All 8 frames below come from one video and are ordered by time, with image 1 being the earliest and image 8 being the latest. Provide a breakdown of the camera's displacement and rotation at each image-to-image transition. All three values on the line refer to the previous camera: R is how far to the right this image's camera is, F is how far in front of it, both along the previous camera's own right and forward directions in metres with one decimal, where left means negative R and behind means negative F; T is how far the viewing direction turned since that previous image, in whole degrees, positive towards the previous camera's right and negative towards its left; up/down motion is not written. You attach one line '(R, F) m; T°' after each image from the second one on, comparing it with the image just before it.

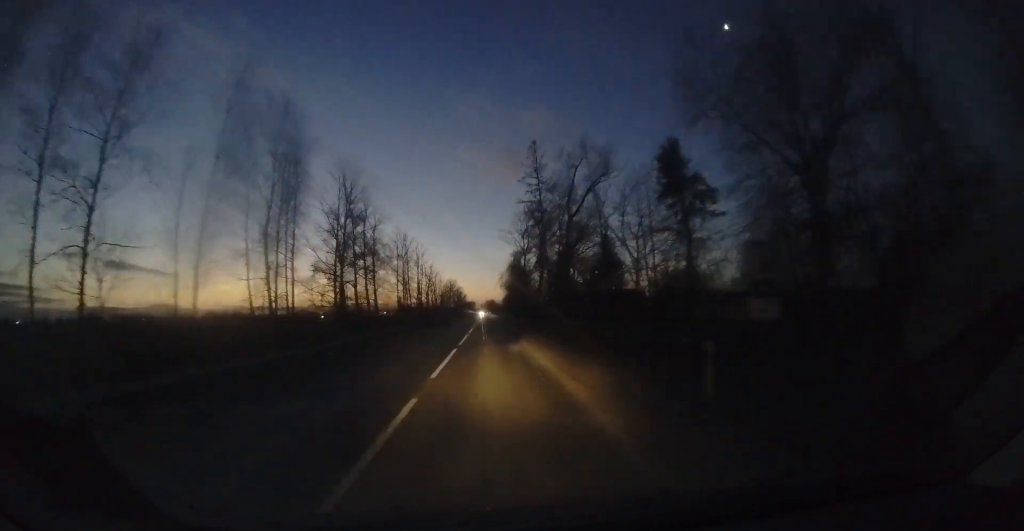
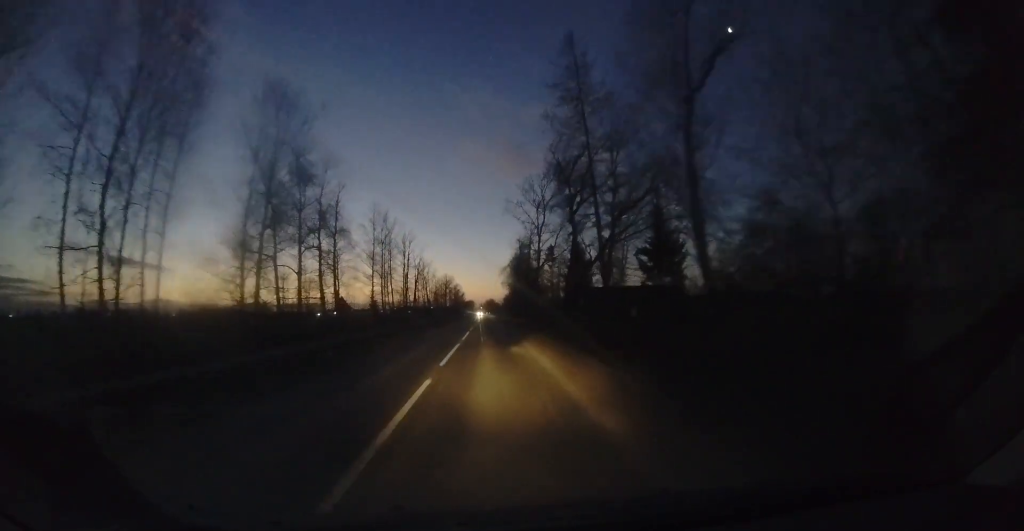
(+0.1, +14.7) m; 0°
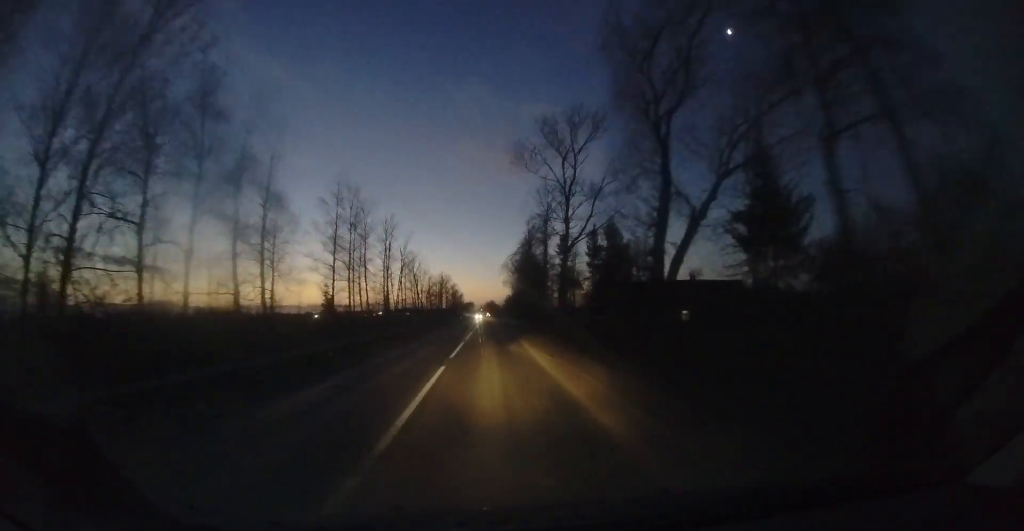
(+0.1, +13.9) m; 0°
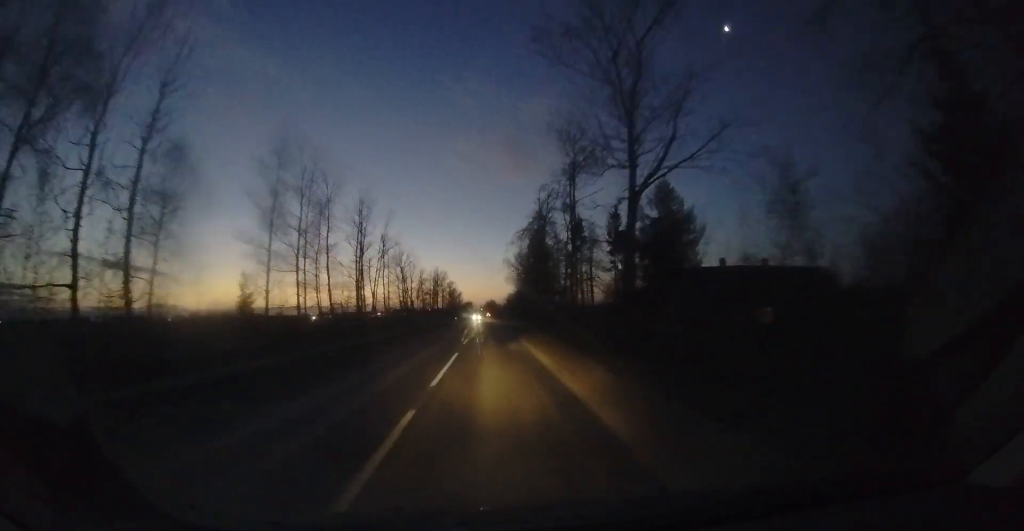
(0.0, +11.8) m; +1°
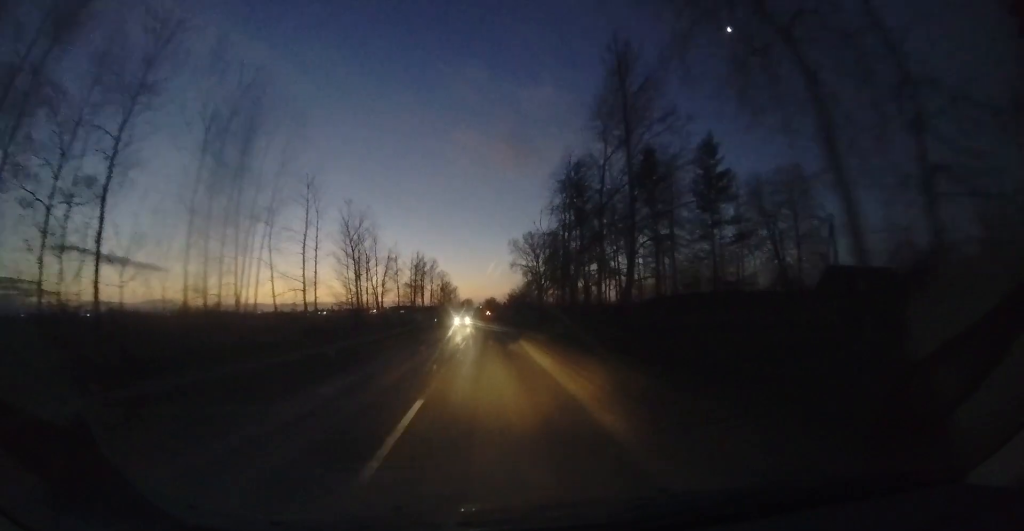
(+0.6, +26.1) m; +2°
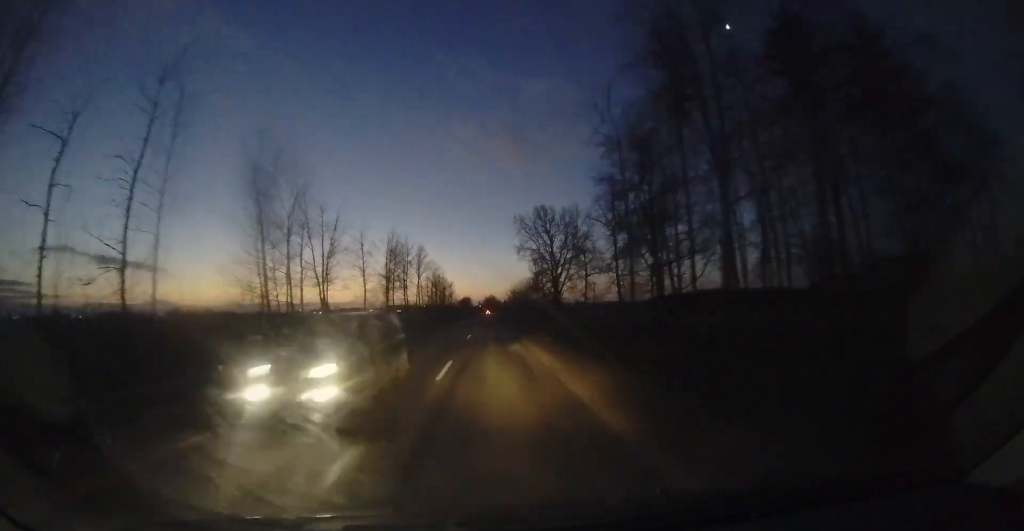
(+0.4, +19.3) m; 0°
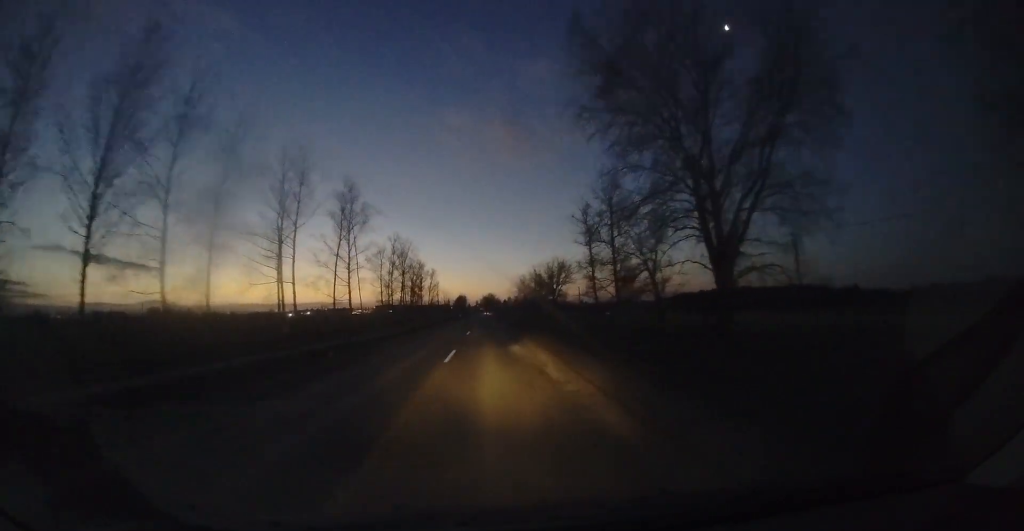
(-0.8, +44.3) m; -2°
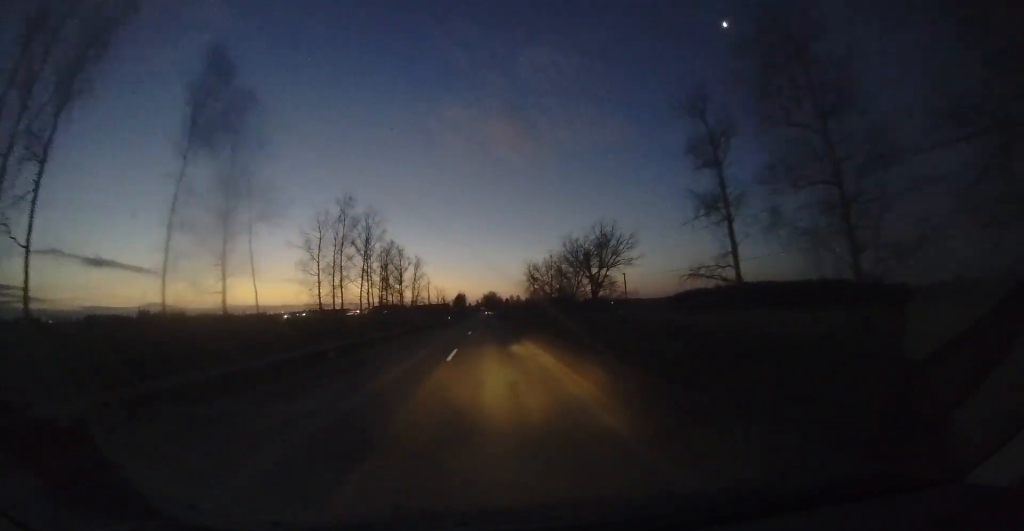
(-0.7, +23.5) m; -1°
